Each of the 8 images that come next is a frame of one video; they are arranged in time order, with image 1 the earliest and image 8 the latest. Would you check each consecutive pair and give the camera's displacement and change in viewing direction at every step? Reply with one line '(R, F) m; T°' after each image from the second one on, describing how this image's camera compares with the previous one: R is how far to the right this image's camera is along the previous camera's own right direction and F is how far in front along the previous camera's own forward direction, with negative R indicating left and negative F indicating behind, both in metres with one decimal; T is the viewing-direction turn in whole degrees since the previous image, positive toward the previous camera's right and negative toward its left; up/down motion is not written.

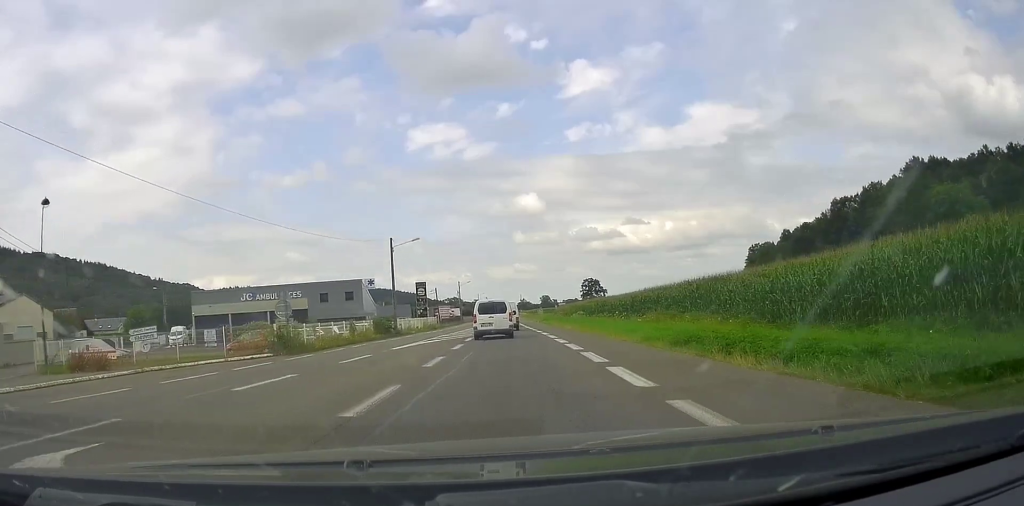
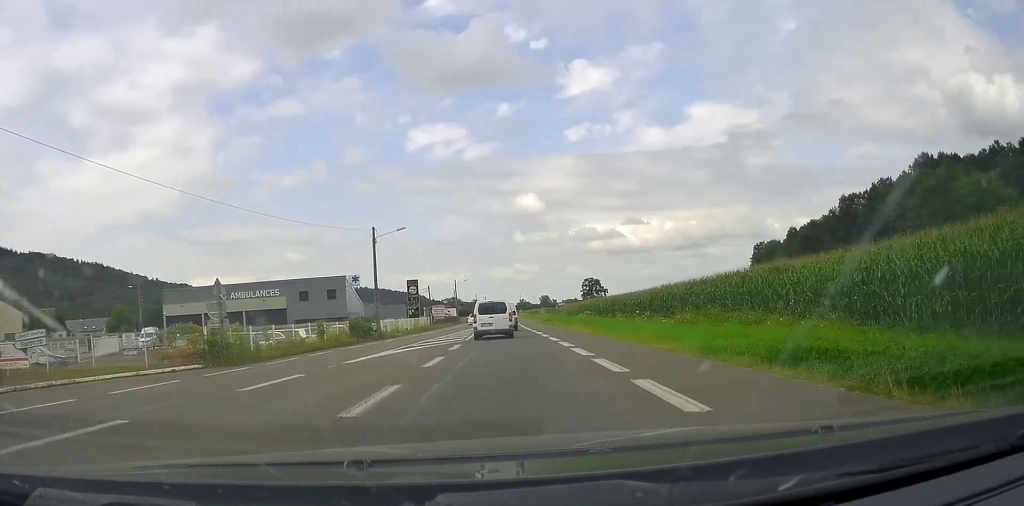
(-0.1, +7.2) m; 0°
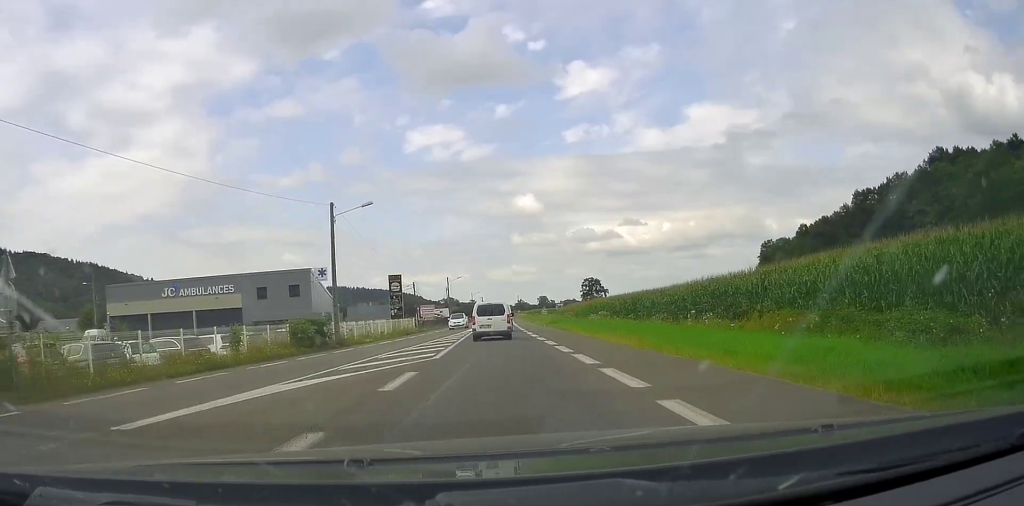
(0.0, +11.2) m; 0°
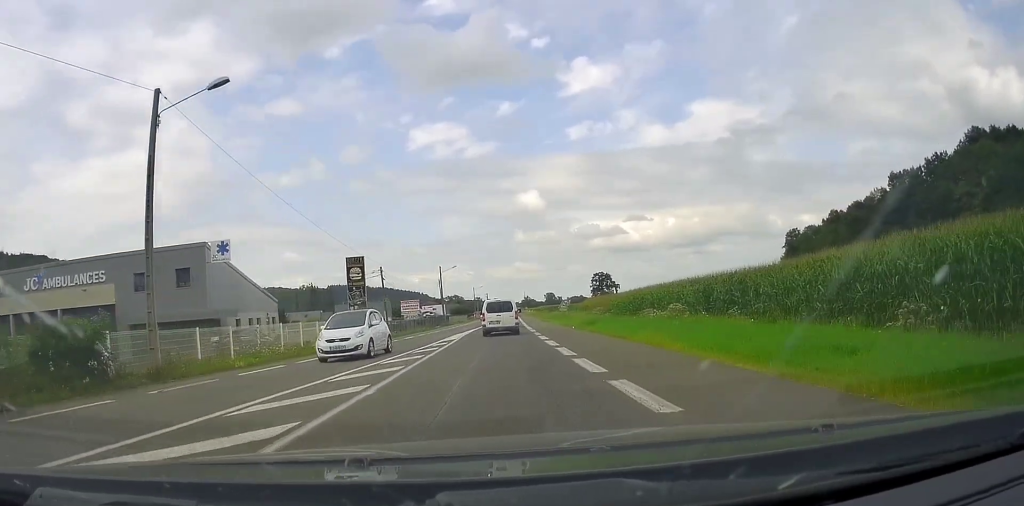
(+0.2, +20.3) m; +1°
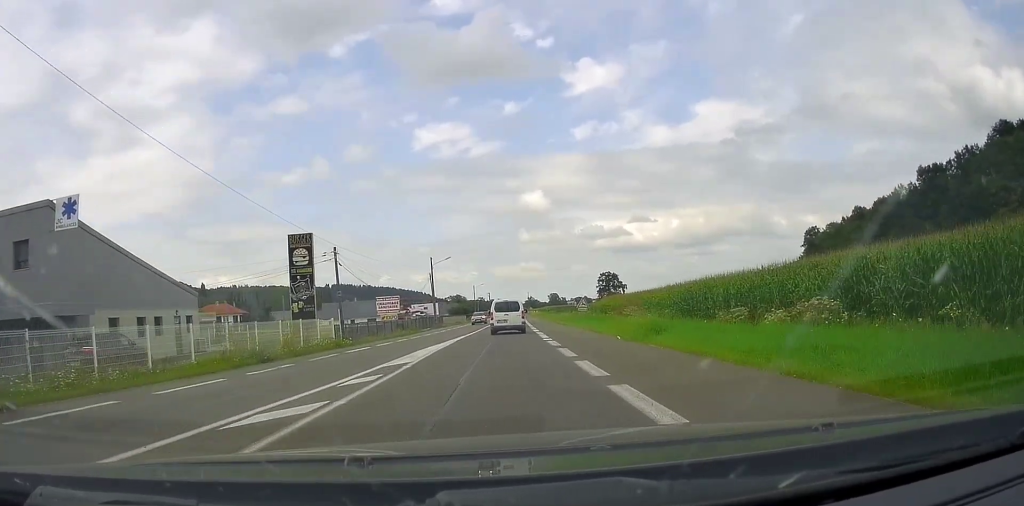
(0.0, +13.6) m; 0°
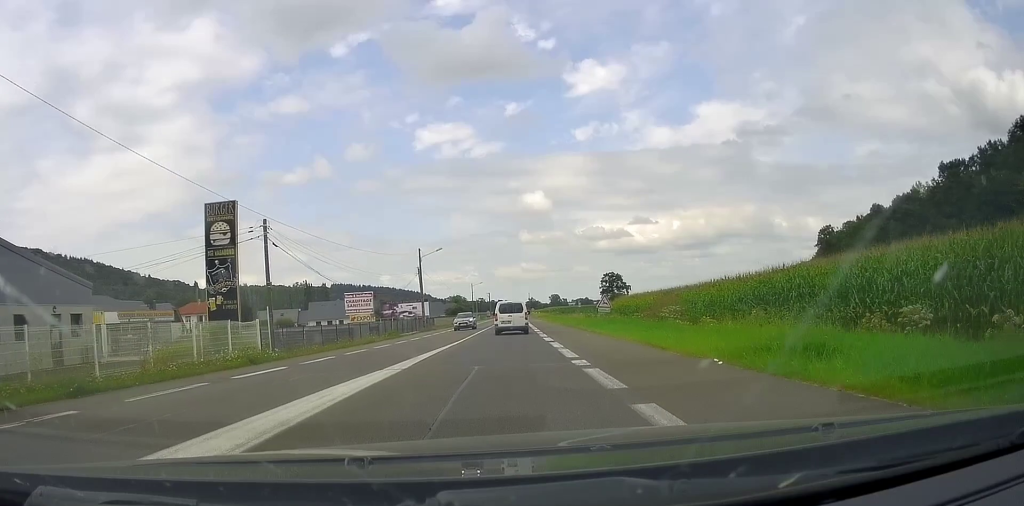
(0.0, +10.1) m; 0°
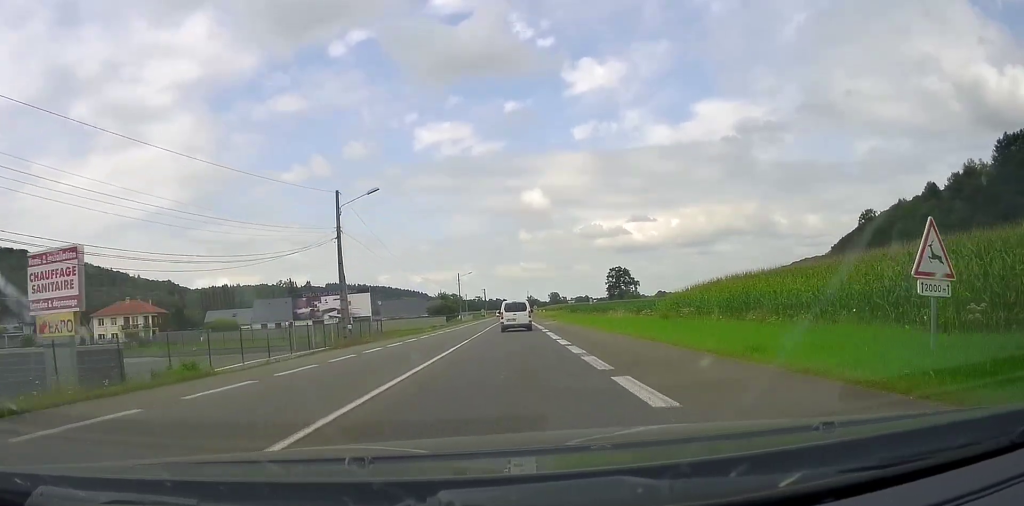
(-0.3, +29.1) m; -1°
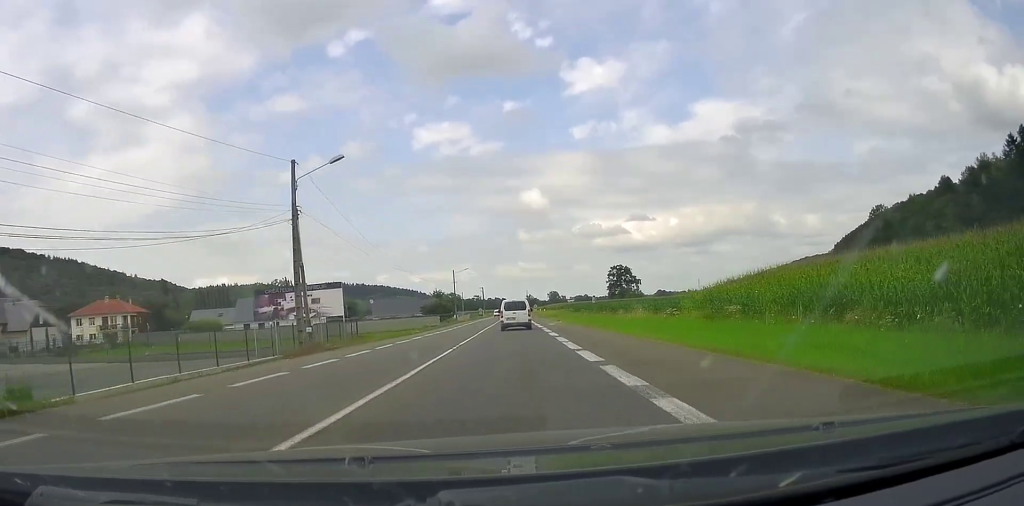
(+0.1, +6.6) m; 0°
